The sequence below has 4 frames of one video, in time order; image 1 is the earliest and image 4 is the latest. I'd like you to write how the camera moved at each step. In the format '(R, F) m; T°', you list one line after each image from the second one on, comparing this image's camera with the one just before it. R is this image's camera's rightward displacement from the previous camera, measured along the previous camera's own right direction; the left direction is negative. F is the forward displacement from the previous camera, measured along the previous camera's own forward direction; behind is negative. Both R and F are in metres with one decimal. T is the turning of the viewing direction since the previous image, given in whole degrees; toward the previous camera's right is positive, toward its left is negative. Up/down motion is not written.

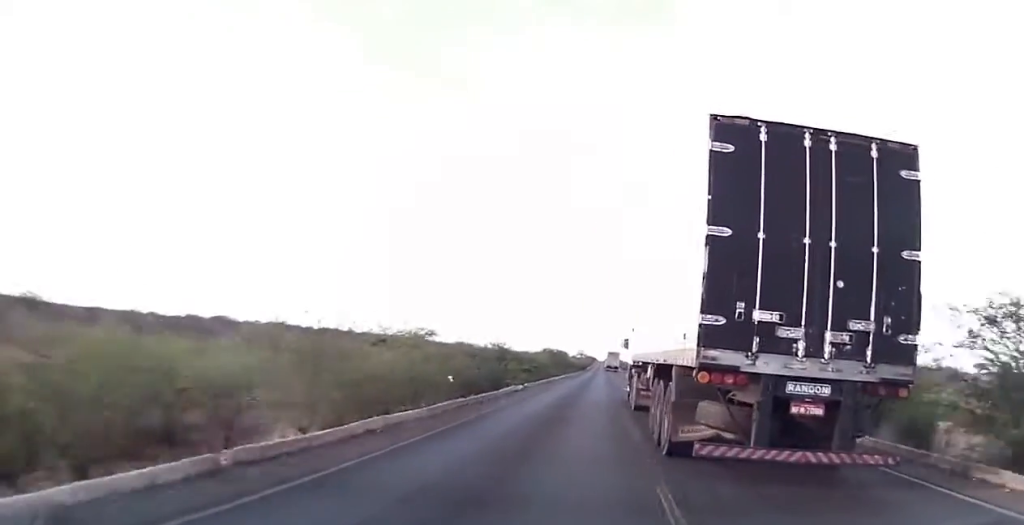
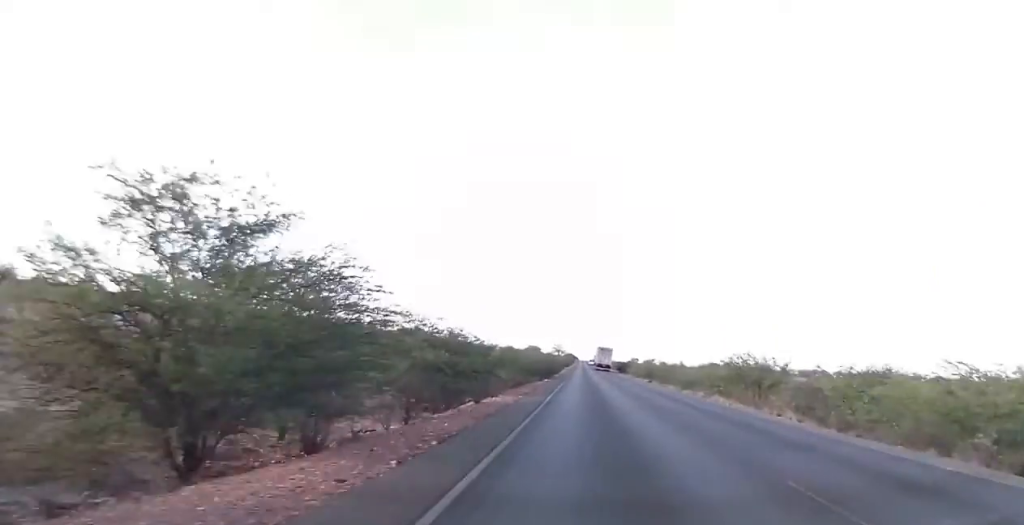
(0.0, +98.2) m; +1°
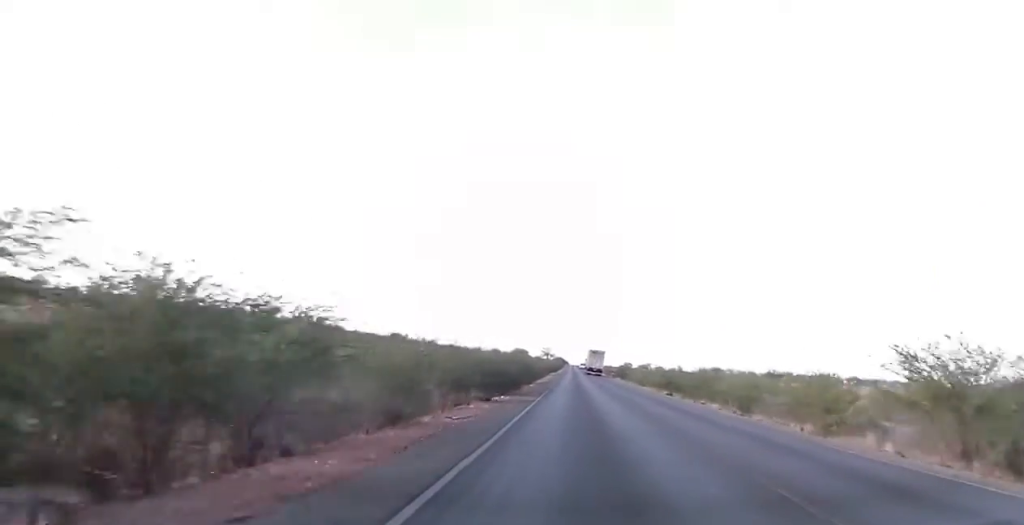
(+0.1, +25.6) m; 0°
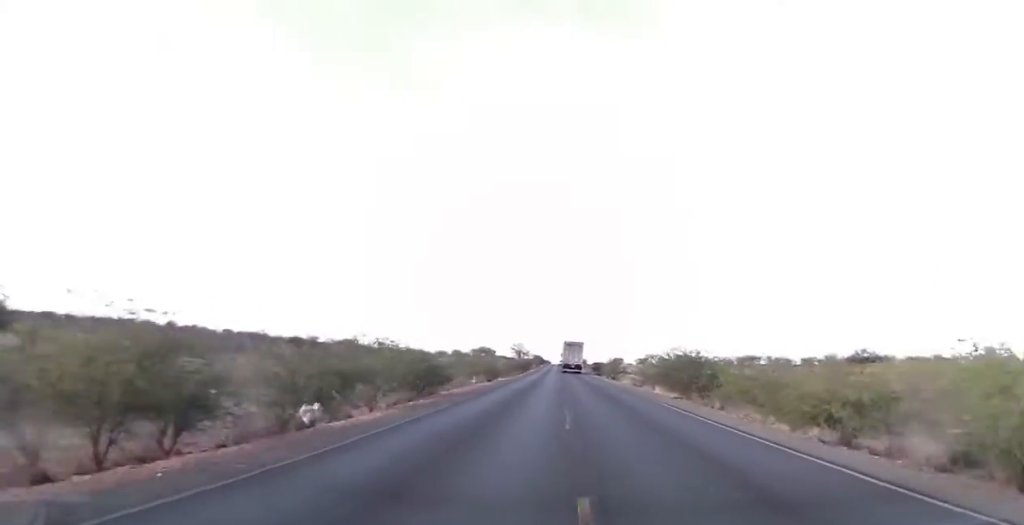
(+1.4, +78.3) m; +2°
